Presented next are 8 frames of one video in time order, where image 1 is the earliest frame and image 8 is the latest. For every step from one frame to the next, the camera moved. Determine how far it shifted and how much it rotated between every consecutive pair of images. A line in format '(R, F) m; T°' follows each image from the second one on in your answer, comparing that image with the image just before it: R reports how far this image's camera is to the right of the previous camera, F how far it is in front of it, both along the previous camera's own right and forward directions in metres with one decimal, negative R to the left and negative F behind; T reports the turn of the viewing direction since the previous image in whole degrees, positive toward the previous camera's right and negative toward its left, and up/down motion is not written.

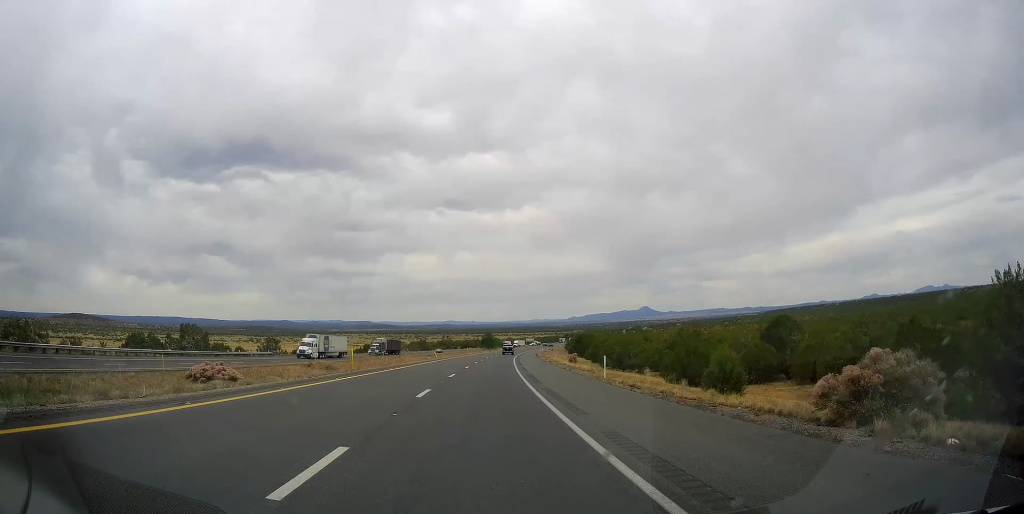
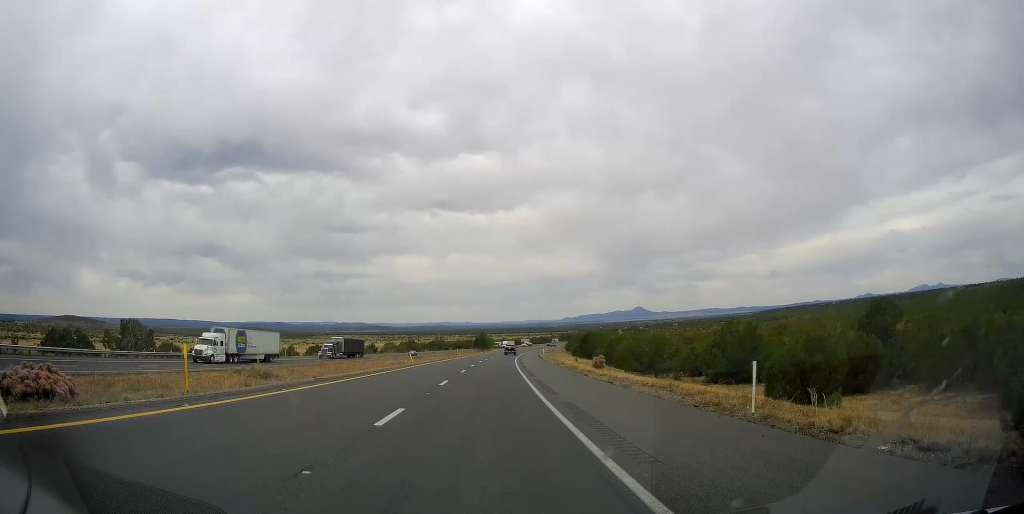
(+0.5, +18.4) m; +1°
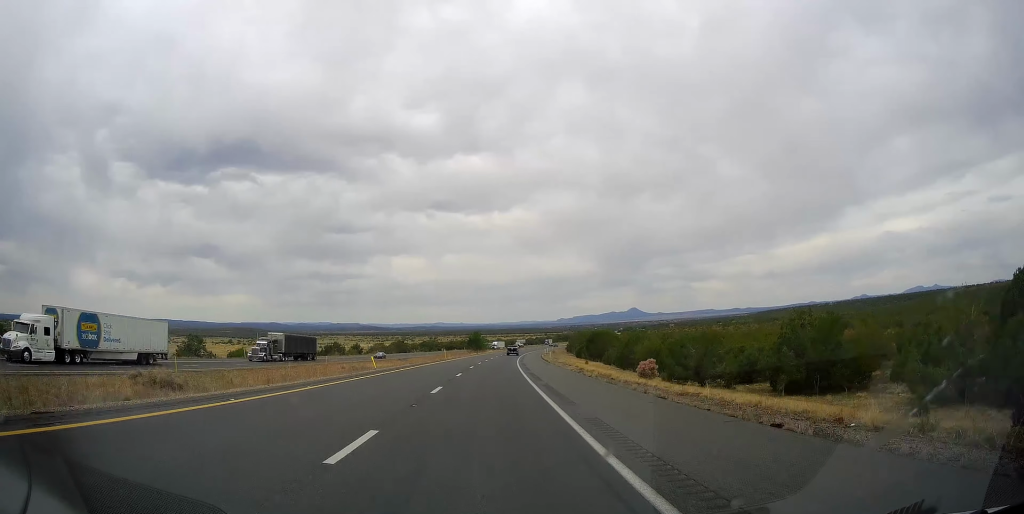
(+0.3, +16.0) m; +1°
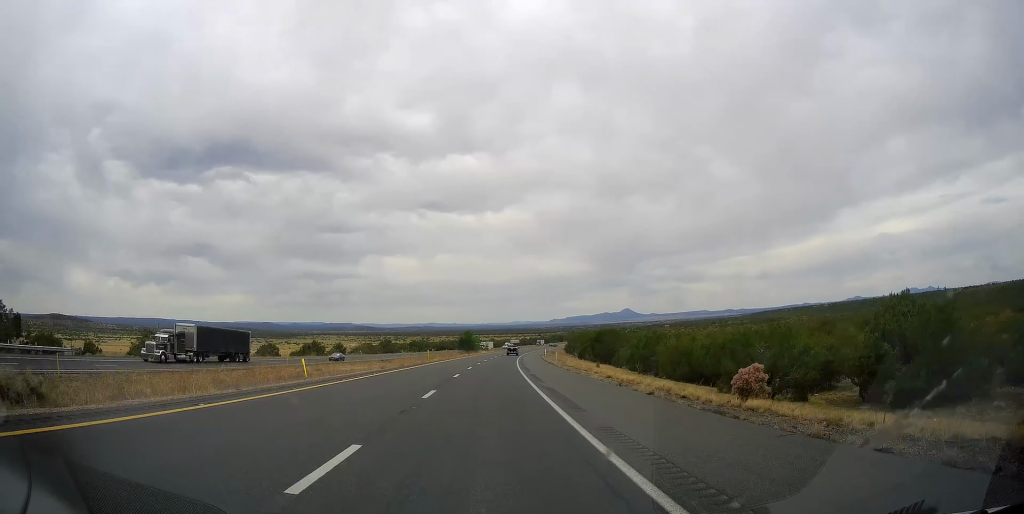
(0.0, +13.7) m; 0°
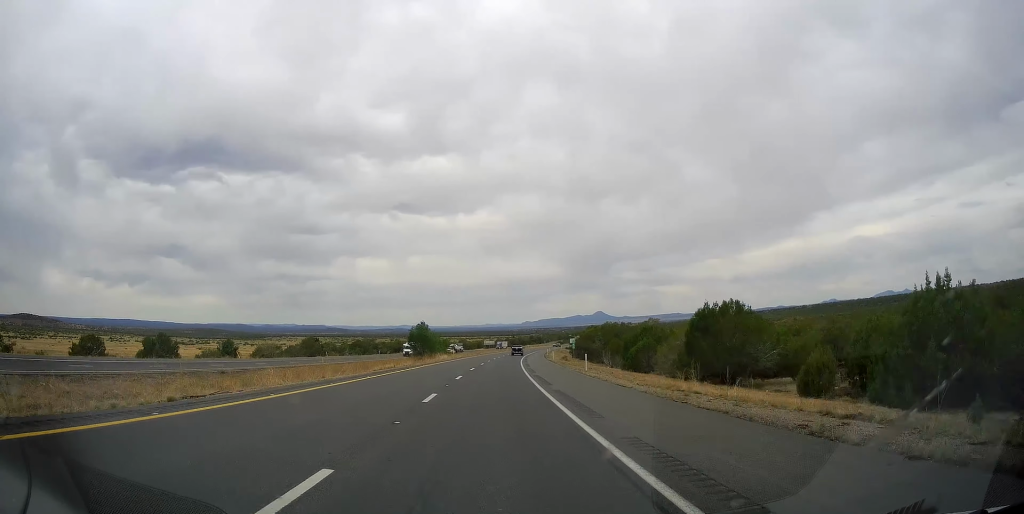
(+1.1, +62.5) m; +2°
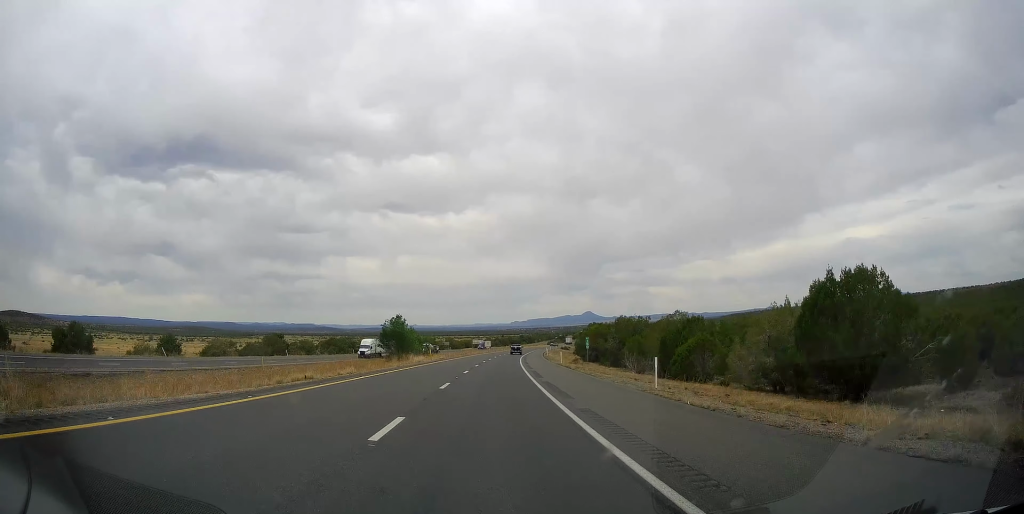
(-0.2, +19.3) m; +1°
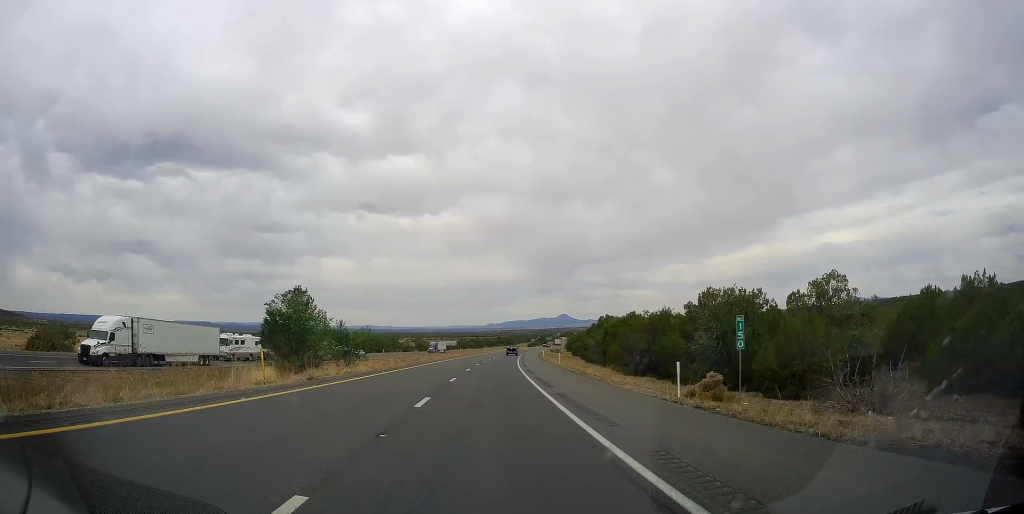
(+1.3, +43.2) m; +2°
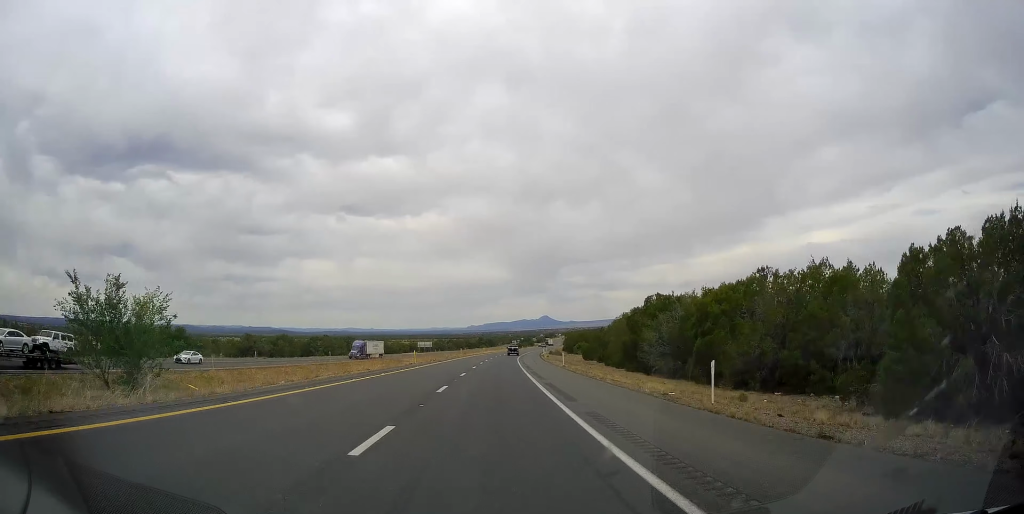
(+0.3, +43.1) m; +1°
